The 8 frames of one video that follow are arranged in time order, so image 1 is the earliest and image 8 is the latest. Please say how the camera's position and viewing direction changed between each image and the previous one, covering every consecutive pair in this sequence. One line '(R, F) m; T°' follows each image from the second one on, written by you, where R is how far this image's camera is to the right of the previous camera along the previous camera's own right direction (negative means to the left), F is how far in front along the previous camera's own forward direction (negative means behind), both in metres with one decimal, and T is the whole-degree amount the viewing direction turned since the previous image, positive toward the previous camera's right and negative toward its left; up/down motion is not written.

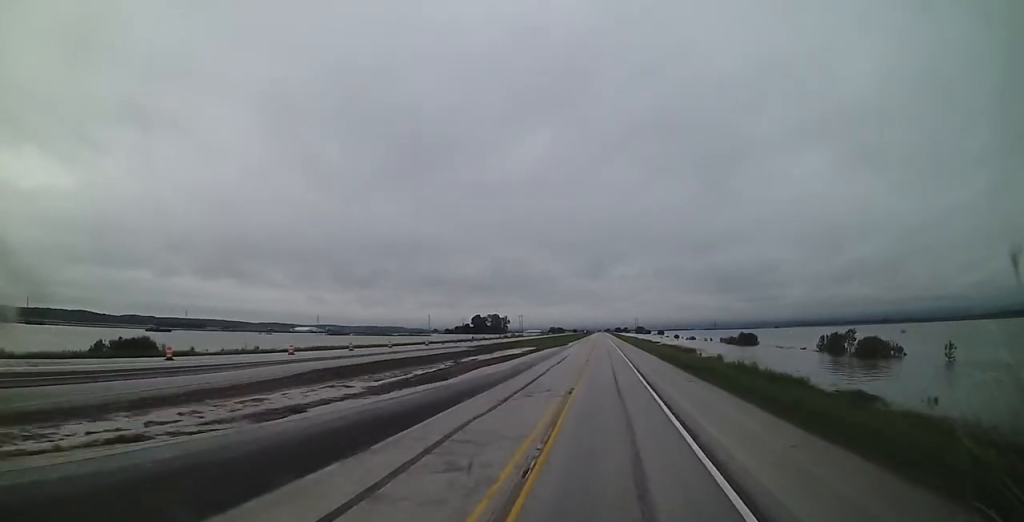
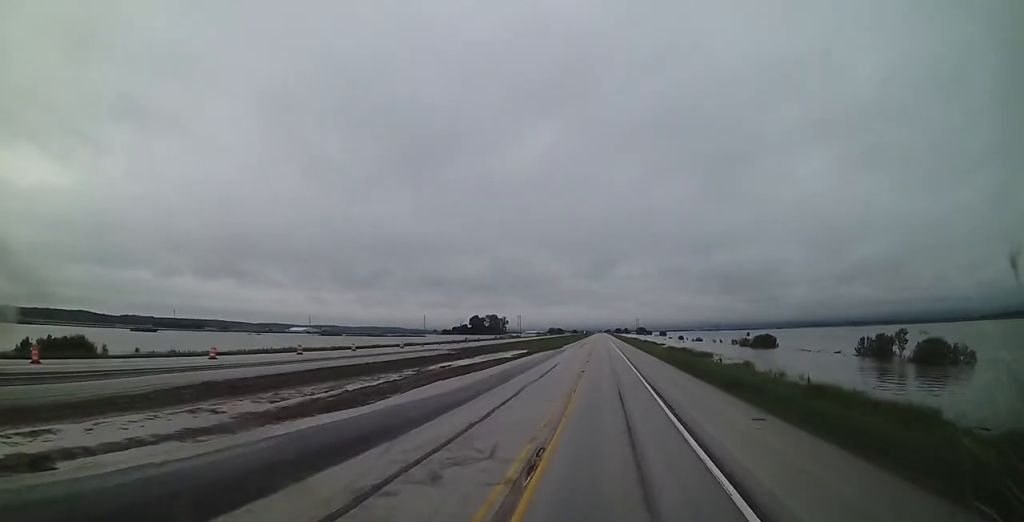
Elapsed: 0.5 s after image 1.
(+0.2, +12.5) m; 0°
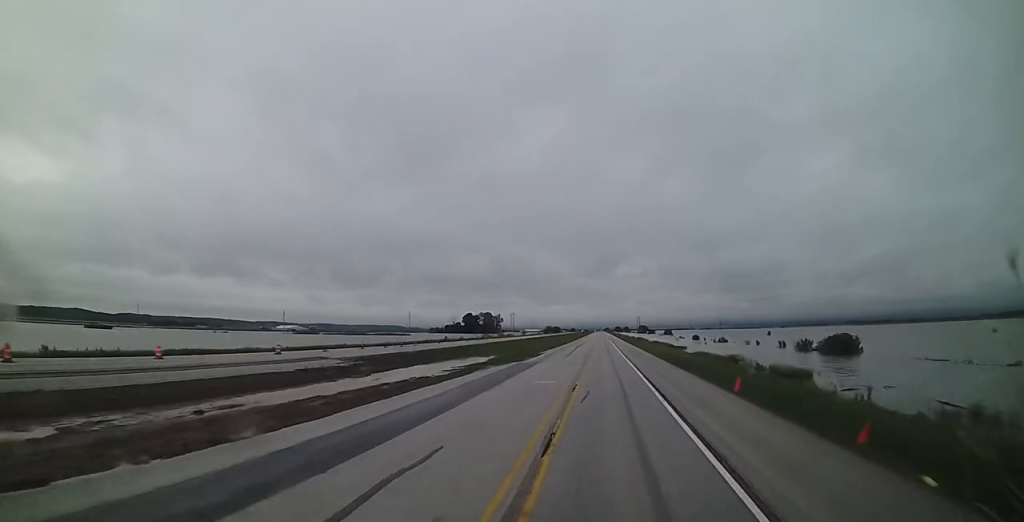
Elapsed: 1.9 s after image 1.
(-0.2, +34.5) m; 0°
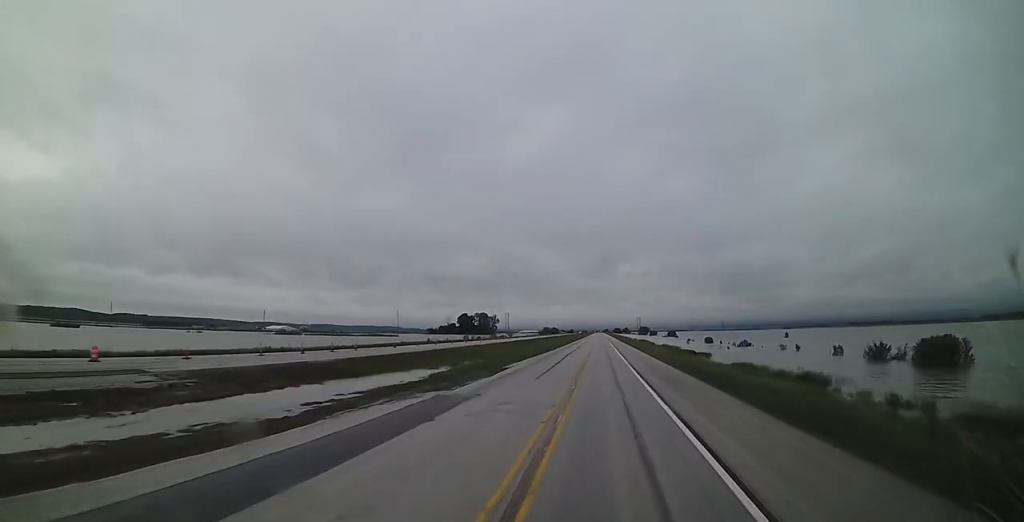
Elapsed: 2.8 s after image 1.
(+0.1, +22.8) m; 0°
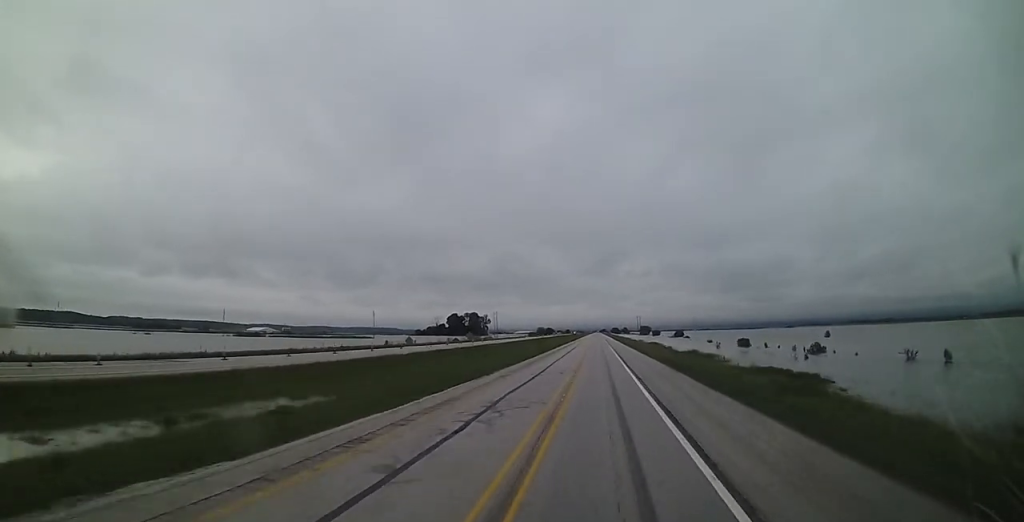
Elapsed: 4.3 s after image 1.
(-0.4, +39.9) m; -1°
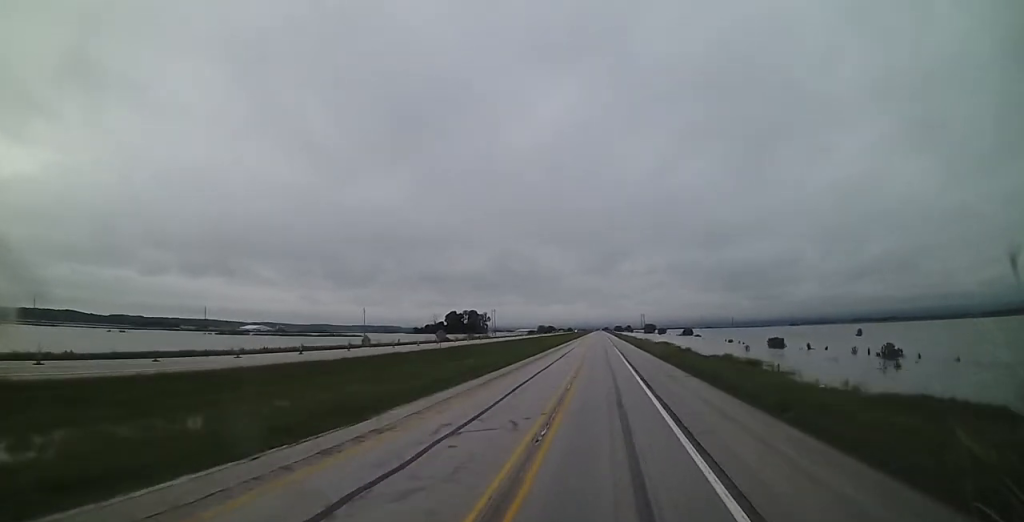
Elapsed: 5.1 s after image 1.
(0.0, +19.8) m; 0°
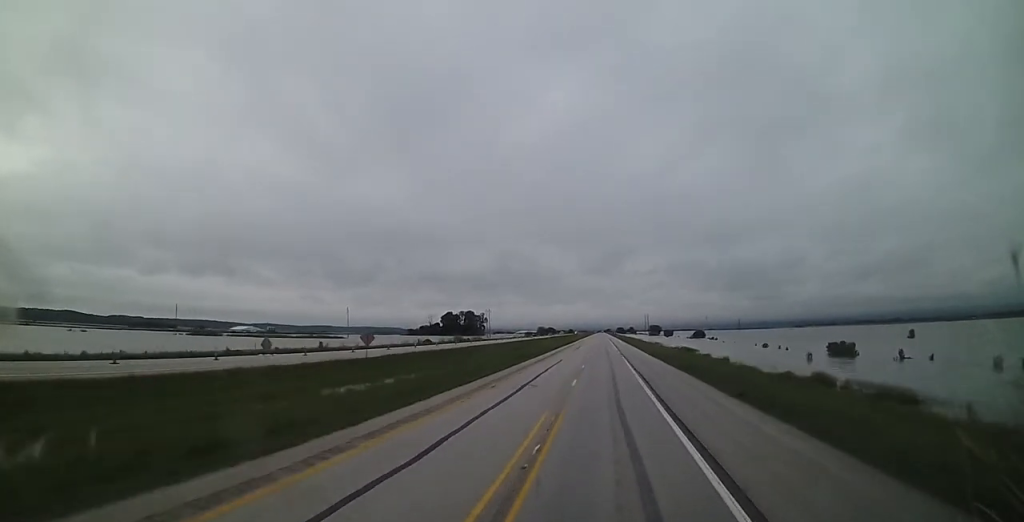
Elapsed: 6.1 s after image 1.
(+0.2, +26.2) m; +1°
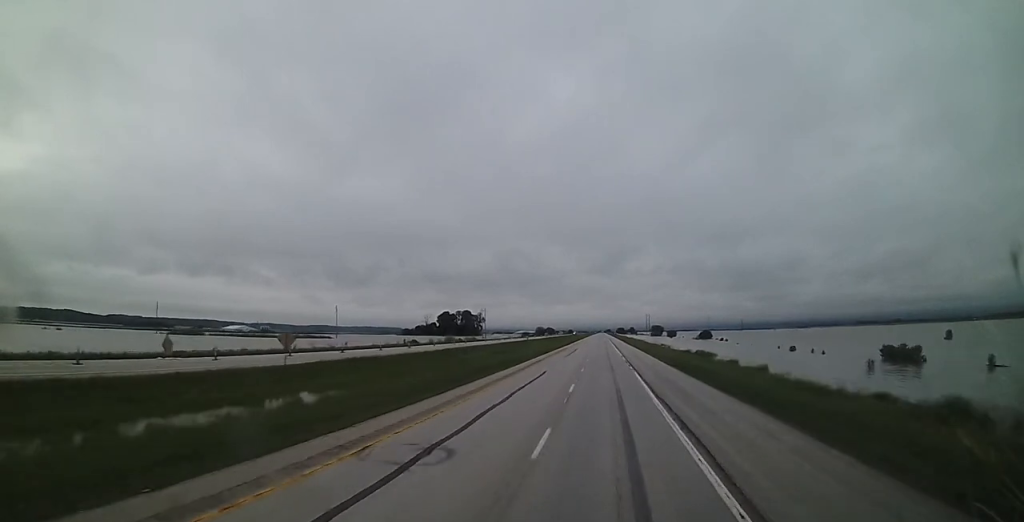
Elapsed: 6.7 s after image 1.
(+0.1, +15.0) m; 0°
